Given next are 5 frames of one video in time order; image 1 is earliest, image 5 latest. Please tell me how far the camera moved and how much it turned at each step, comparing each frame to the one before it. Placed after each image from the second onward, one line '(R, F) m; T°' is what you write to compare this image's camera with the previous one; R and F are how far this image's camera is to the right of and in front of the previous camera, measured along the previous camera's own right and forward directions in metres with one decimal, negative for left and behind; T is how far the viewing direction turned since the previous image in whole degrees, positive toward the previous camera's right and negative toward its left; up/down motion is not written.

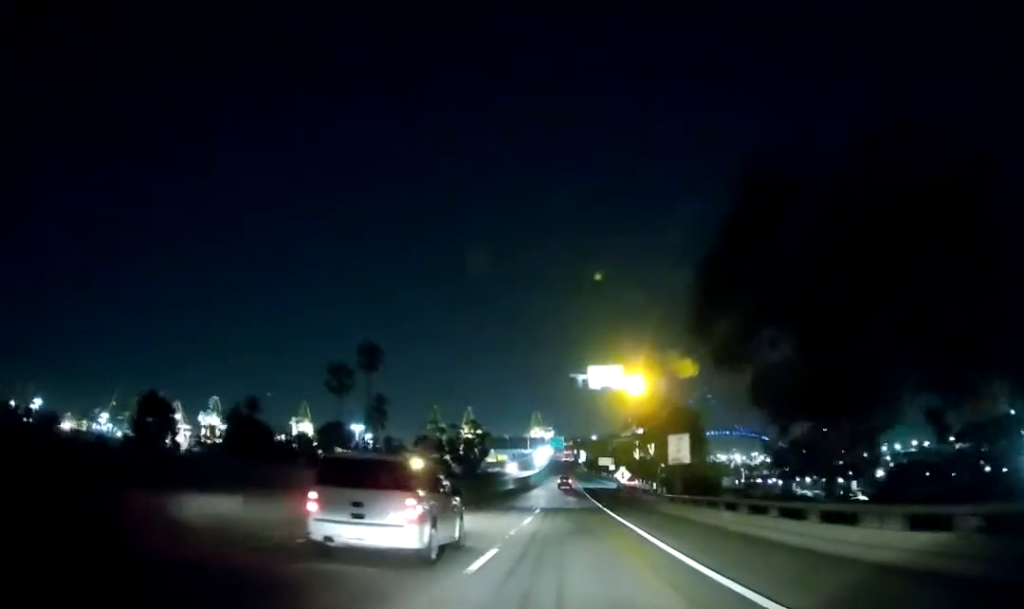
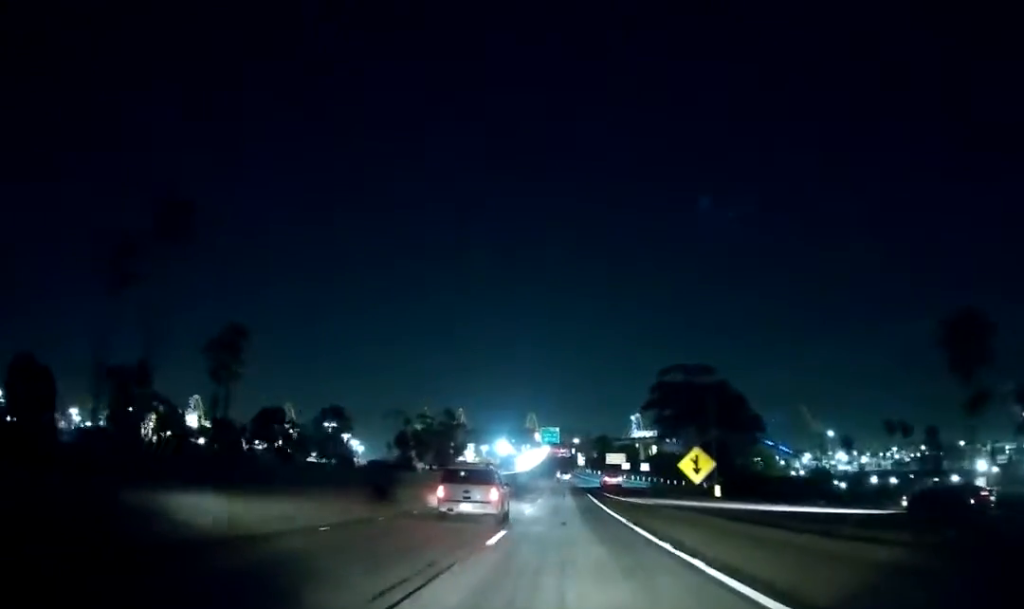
(+0.3, +45.1) m; +1°
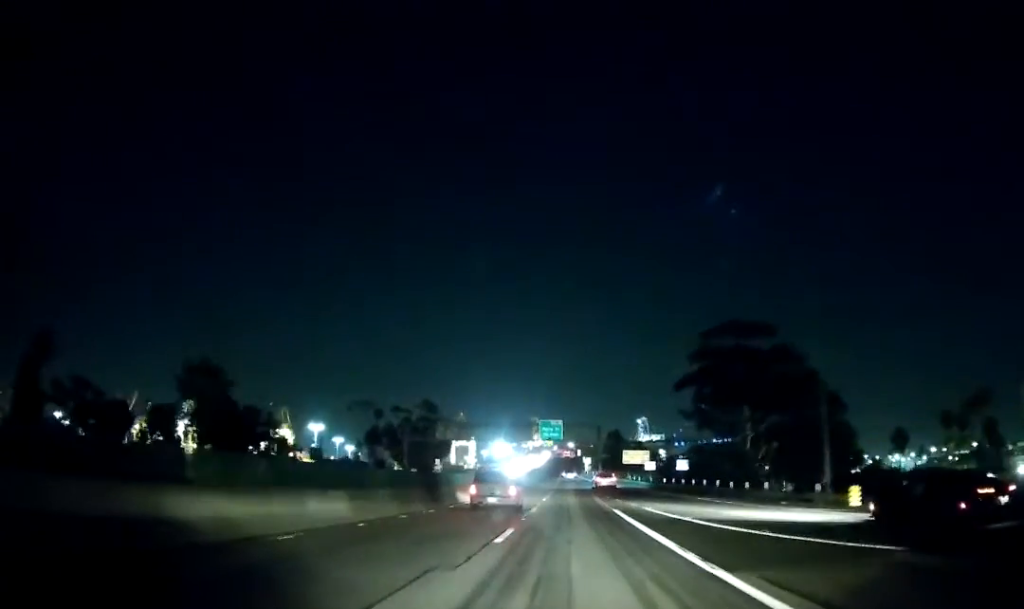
(-0.1, +28.8) m; -1°
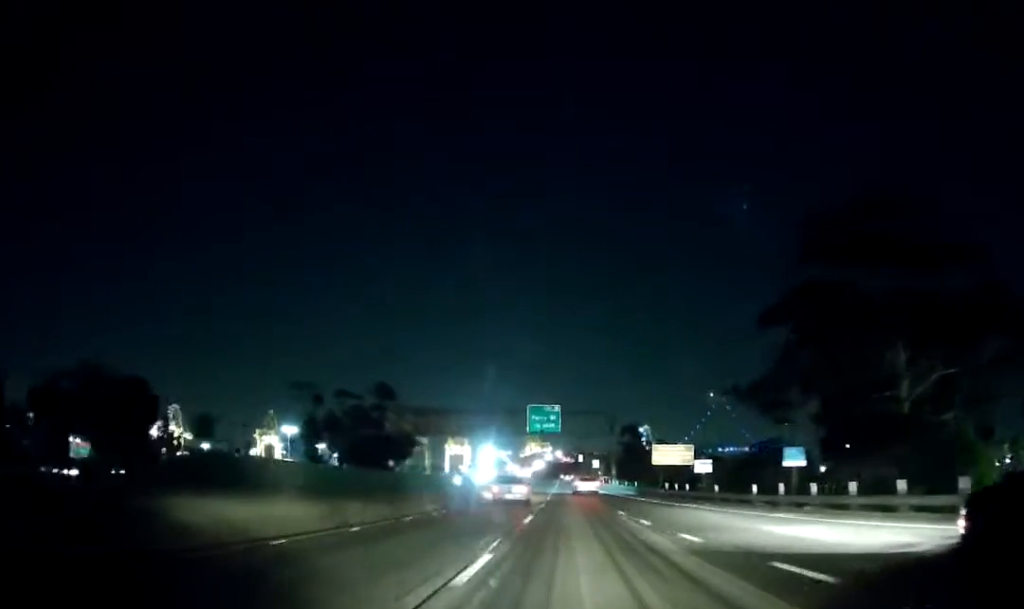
(-0.3, +36.7) m; 0°
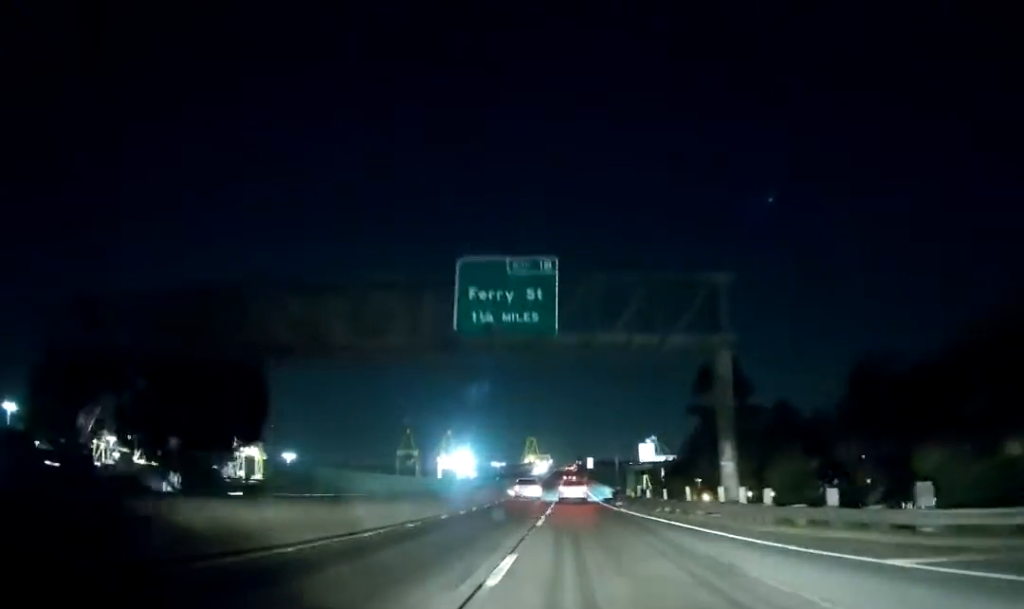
(-0.1, +58.2) m; -1°
